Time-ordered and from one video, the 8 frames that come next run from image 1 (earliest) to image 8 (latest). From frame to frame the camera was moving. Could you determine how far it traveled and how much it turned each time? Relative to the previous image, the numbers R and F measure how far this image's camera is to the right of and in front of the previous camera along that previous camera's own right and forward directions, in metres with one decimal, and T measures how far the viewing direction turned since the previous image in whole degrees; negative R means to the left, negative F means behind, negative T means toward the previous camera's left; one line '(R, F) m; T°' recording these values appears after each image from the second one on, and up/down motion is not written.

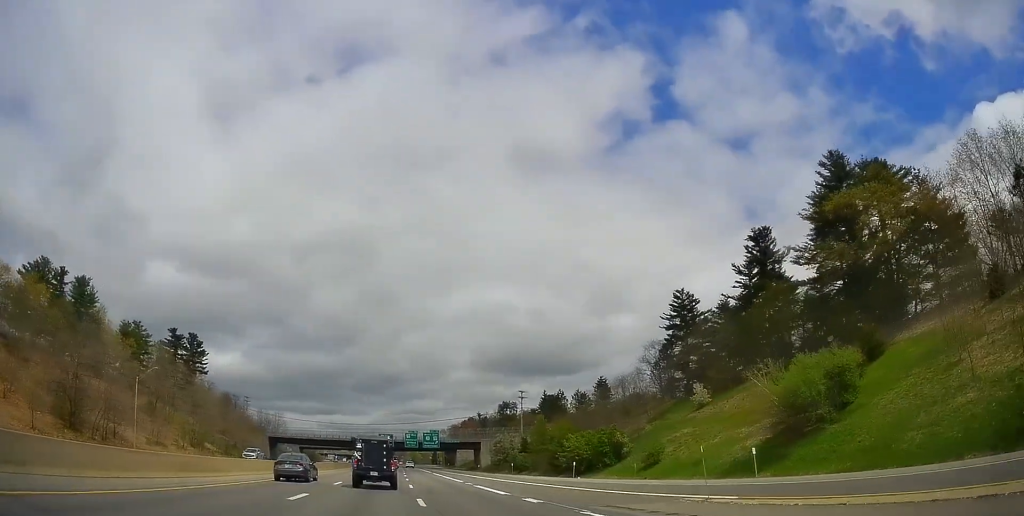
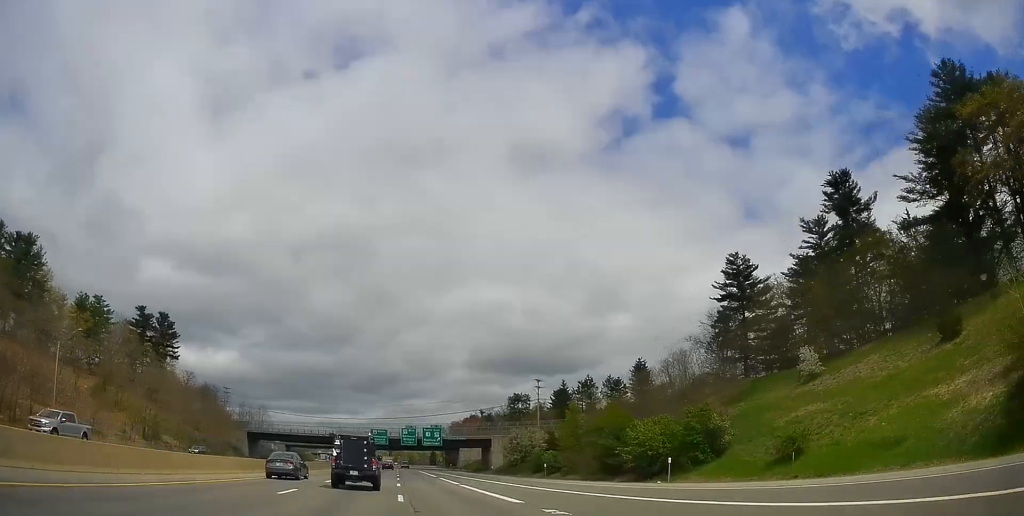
(+0.2, +22.7) m; +1°
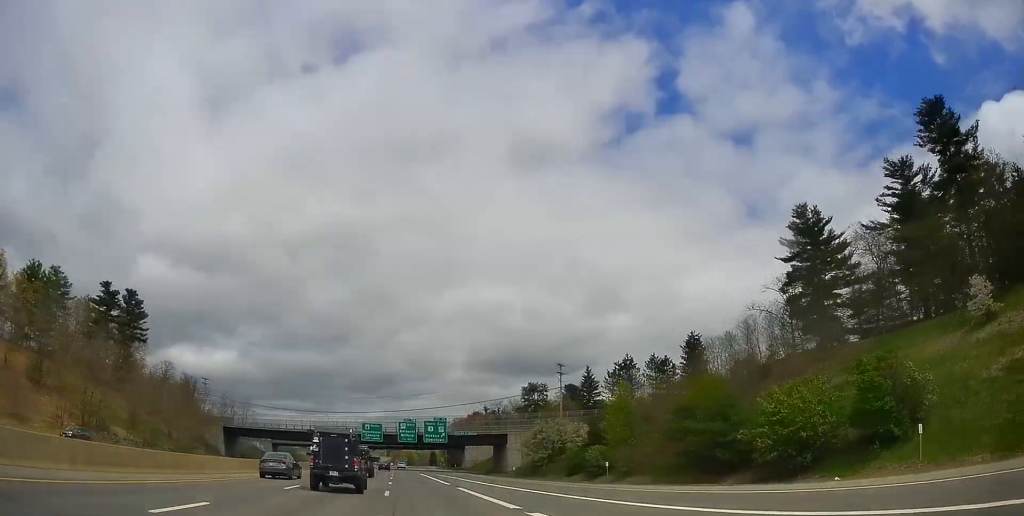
(0.0, +20.5) m; 0°
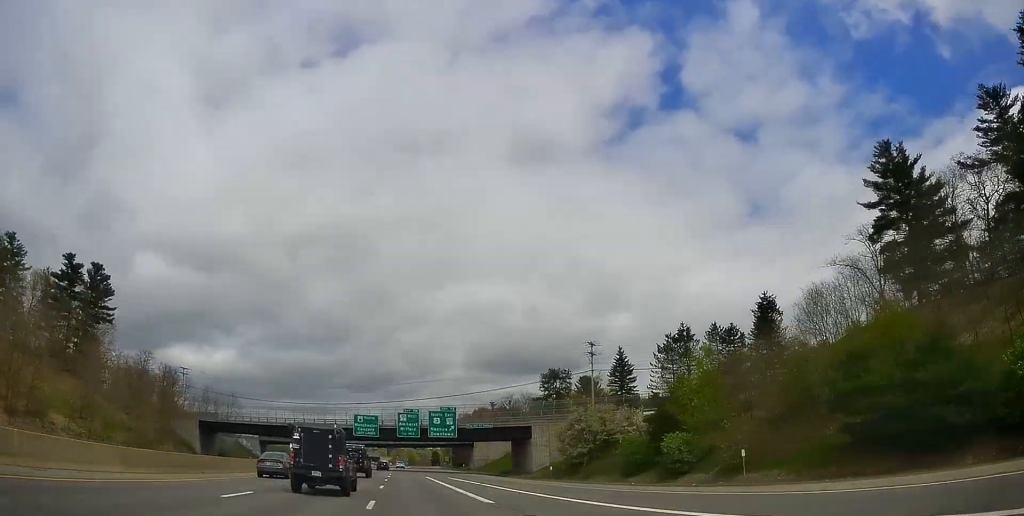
(+0.1, +18.6) m; 0°
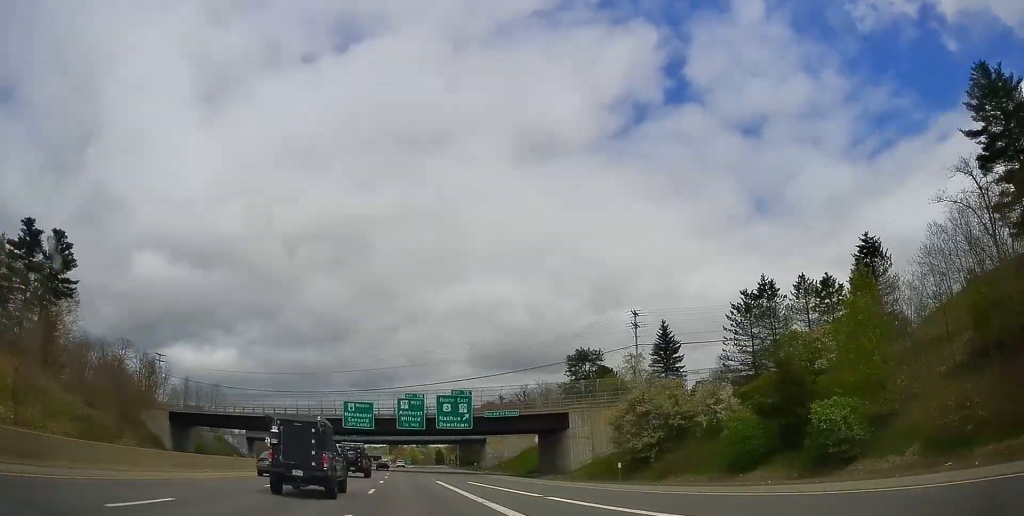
(+0.2, +17.6) m; 0°
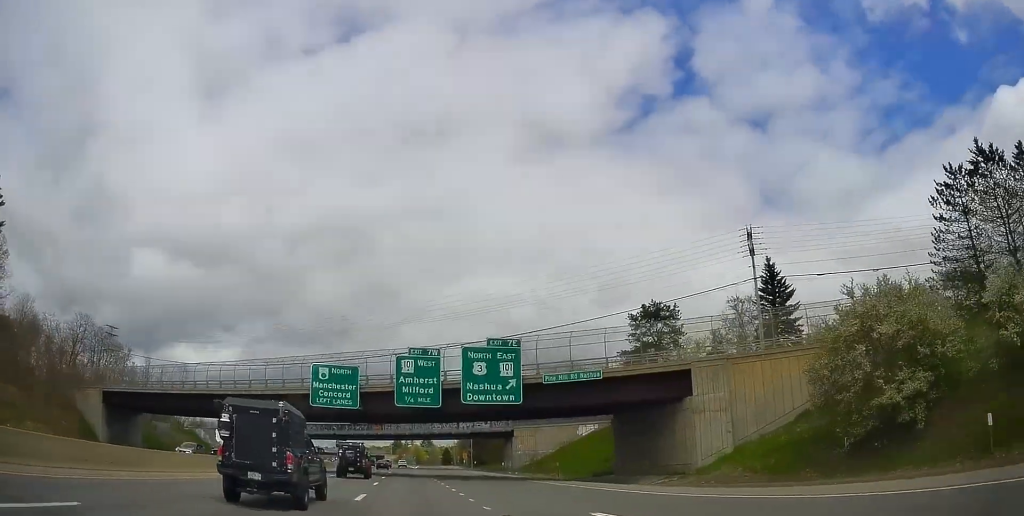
(-0.3, +27.4) m; +1°
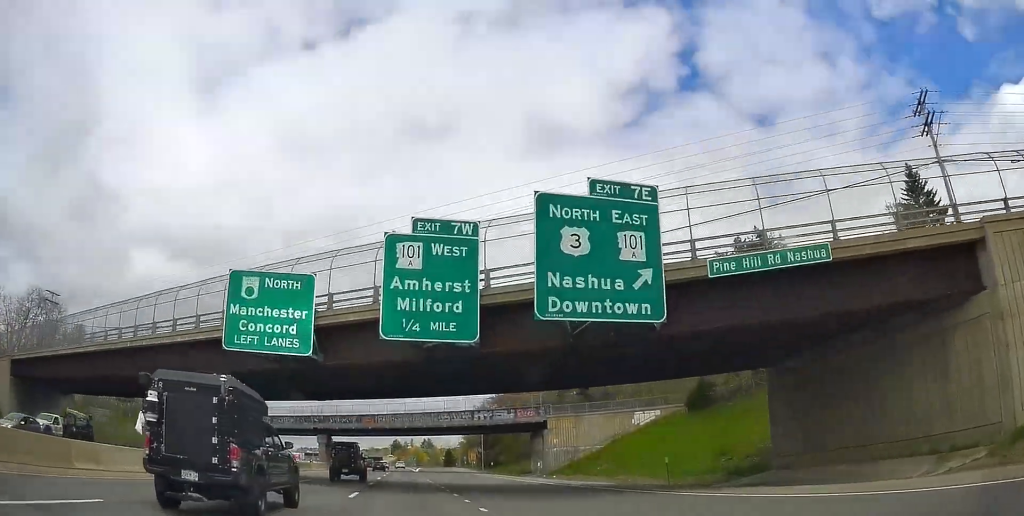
(+0.5, +22.9) m; +1°
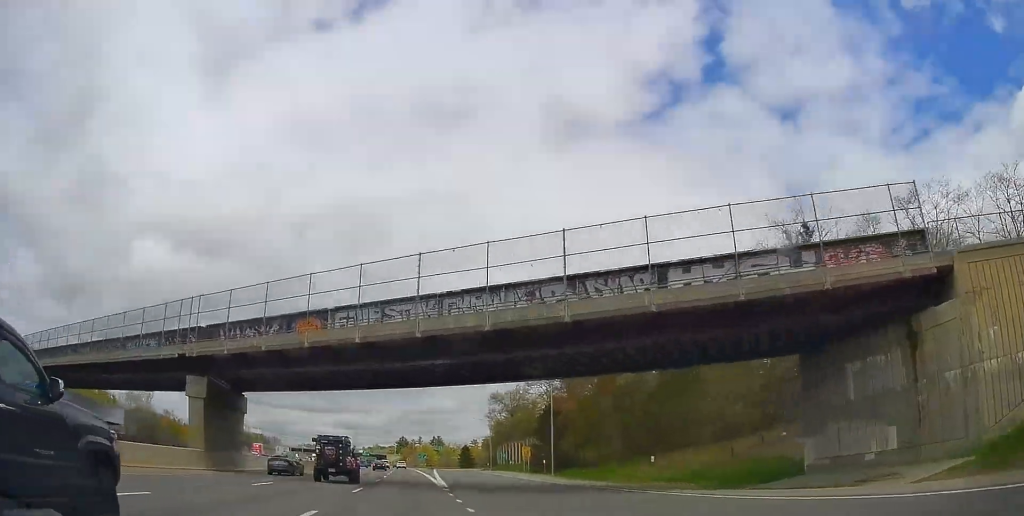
(-0.2, +57.1) m; -1°
